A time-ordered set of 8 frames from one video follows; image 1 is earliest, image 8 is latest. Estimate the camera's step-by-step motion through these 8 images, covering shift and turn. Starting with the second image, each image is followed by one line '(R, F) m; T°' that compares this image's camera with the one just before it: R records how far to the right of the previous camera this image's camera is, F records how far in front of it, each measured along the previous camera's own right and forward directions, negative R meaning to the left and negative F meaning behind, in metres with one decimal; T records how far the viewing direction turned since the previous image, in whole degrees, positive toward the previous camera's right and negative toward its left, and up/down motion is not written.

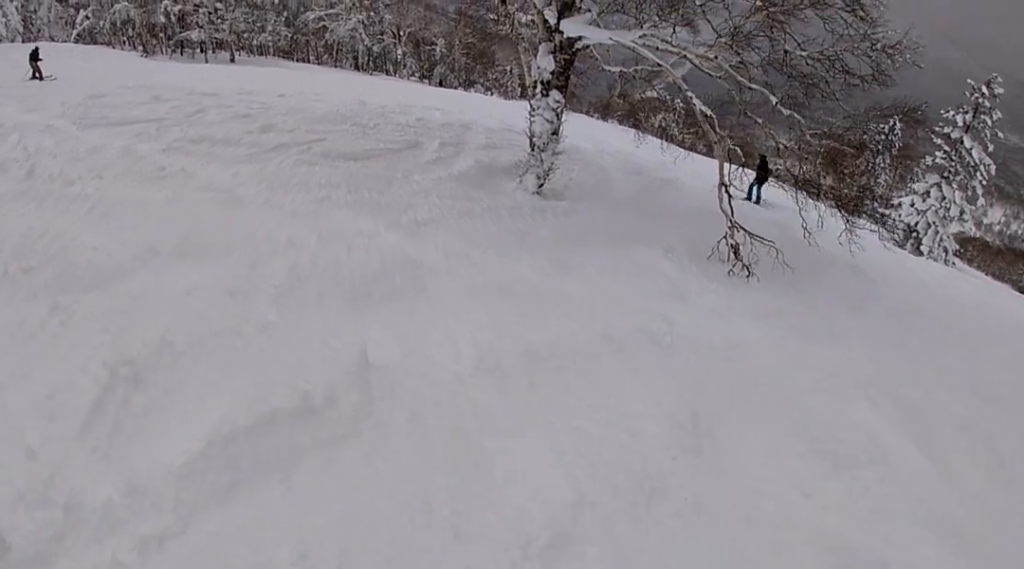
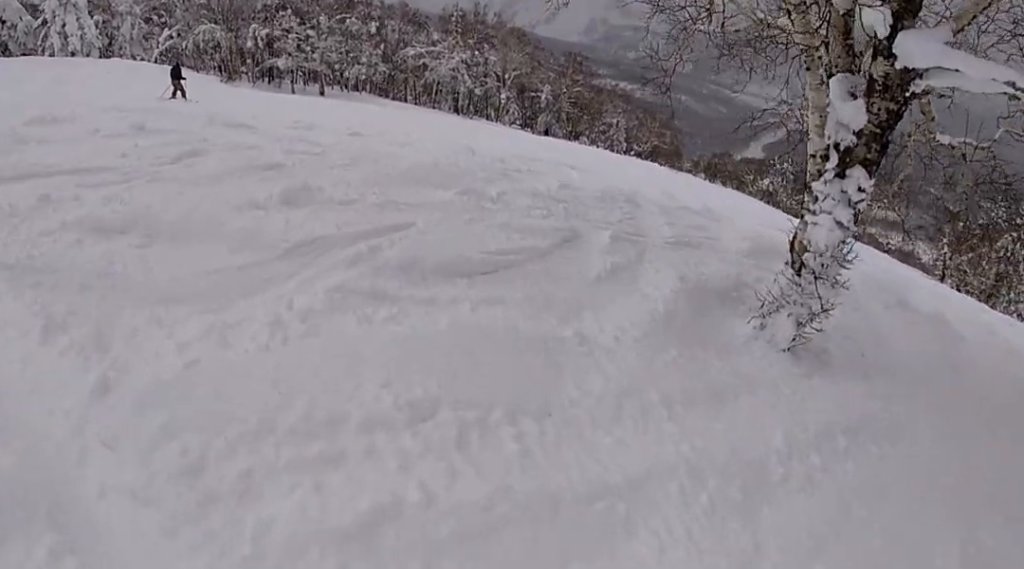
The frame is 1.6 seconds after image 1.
(-0.3, +6.4) m; -8°
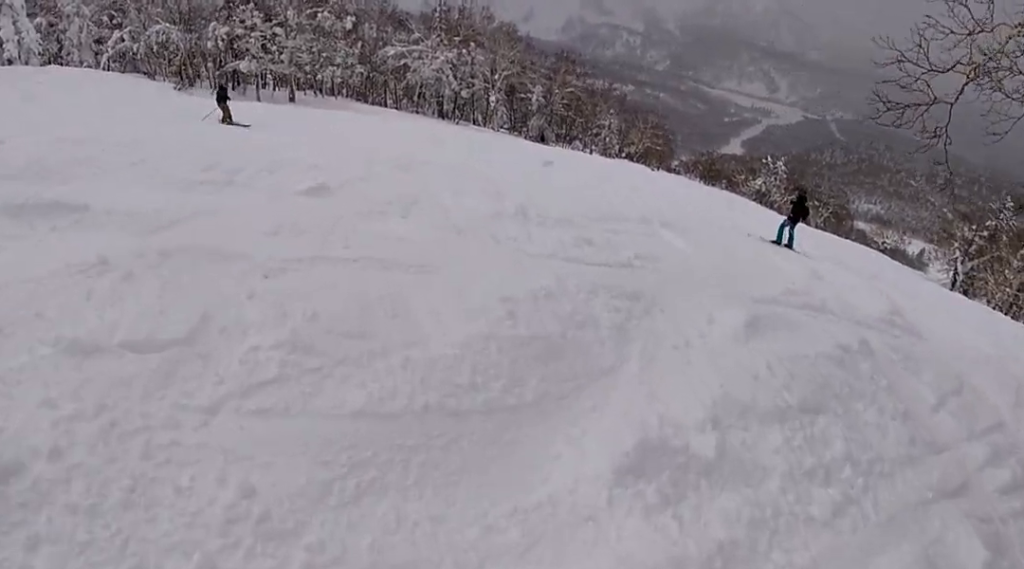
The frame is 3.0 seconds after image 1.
(-0.6, +6.0) m; -5°
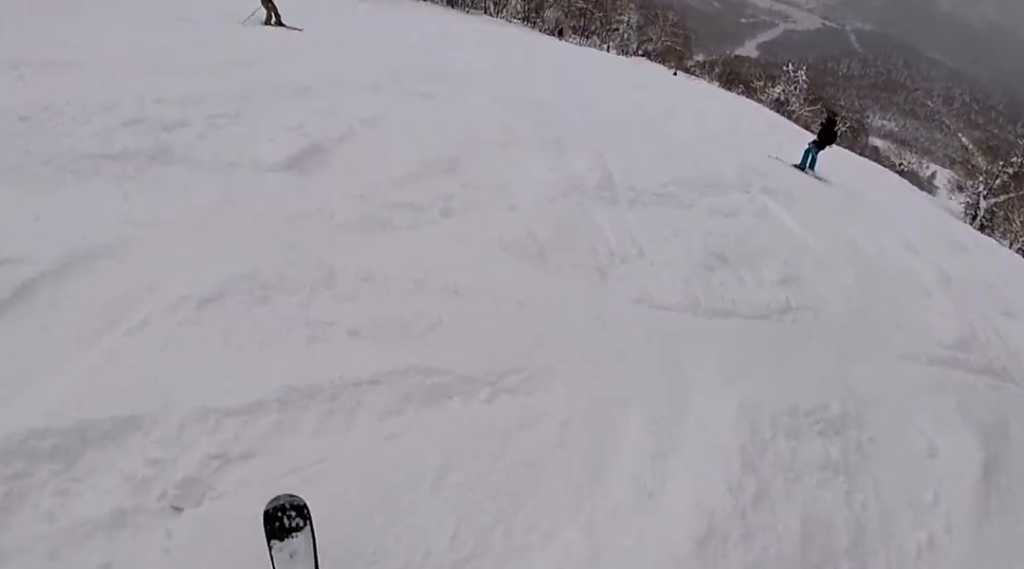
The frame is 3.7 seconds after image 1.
(+0.2, +2.6) m; +4°
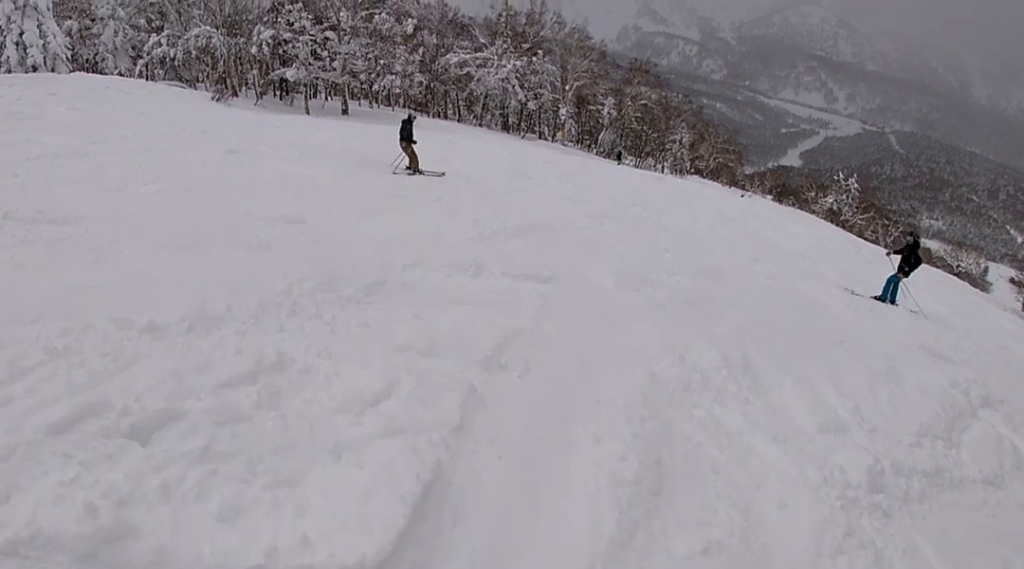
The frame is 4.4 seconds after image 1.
(+0.2, +2.9) m; +9°
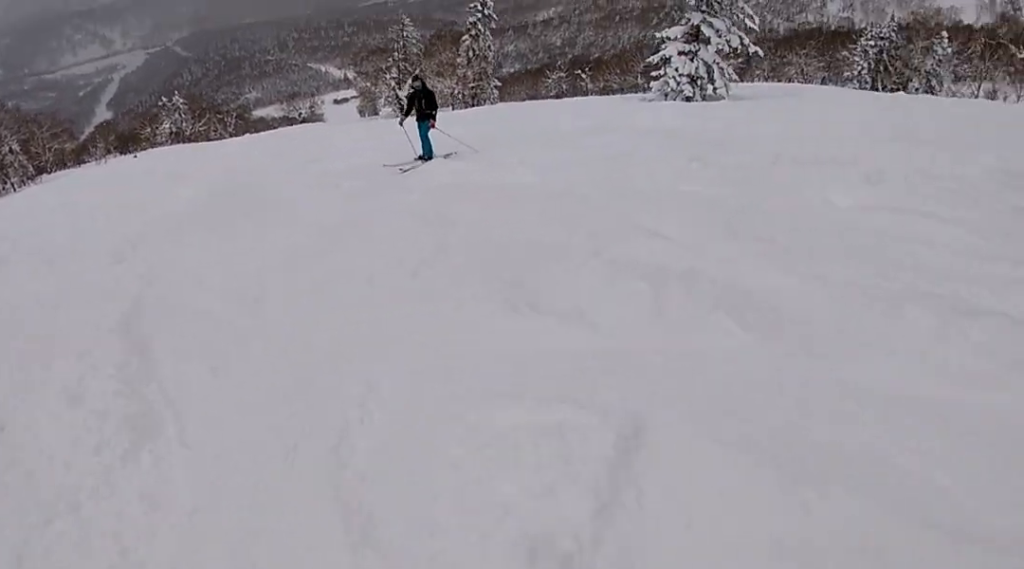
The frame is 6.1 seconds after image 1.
(+1.4, +5.1) m; +46°
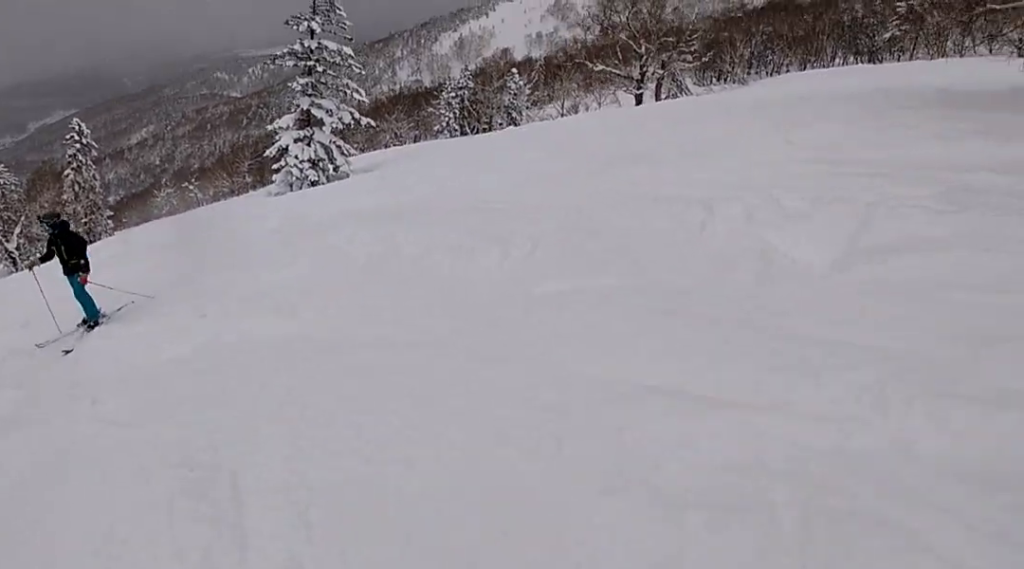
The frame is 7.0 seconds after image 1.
(+0.7, +2.8) m; +25°
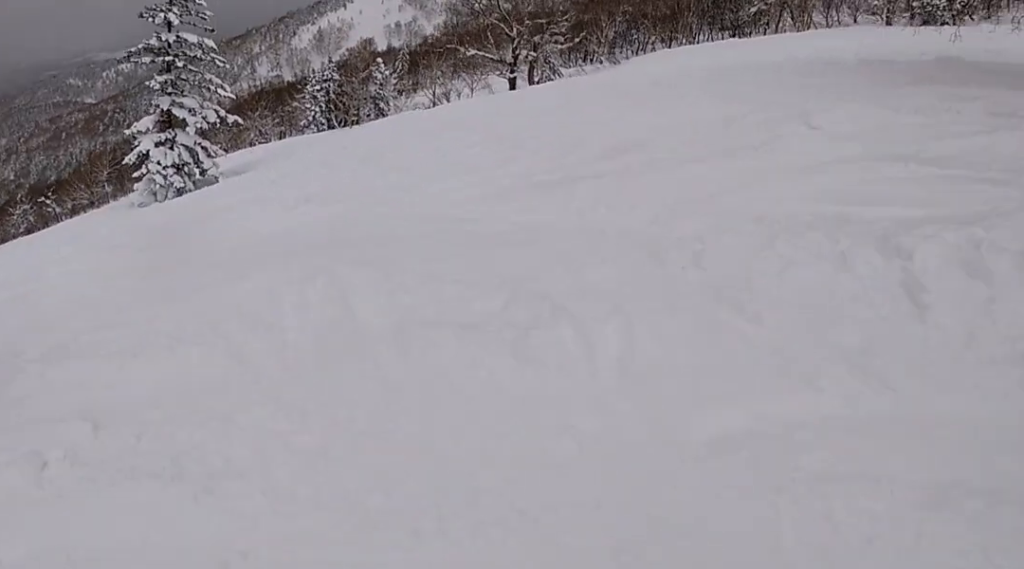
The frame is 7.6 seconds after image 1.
(+0.4, +2.4) m; +14°
